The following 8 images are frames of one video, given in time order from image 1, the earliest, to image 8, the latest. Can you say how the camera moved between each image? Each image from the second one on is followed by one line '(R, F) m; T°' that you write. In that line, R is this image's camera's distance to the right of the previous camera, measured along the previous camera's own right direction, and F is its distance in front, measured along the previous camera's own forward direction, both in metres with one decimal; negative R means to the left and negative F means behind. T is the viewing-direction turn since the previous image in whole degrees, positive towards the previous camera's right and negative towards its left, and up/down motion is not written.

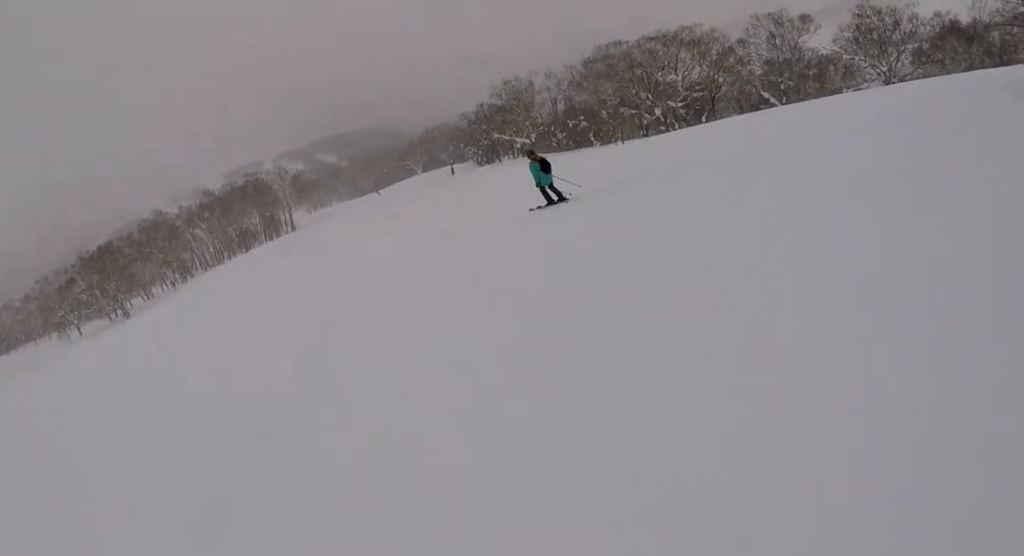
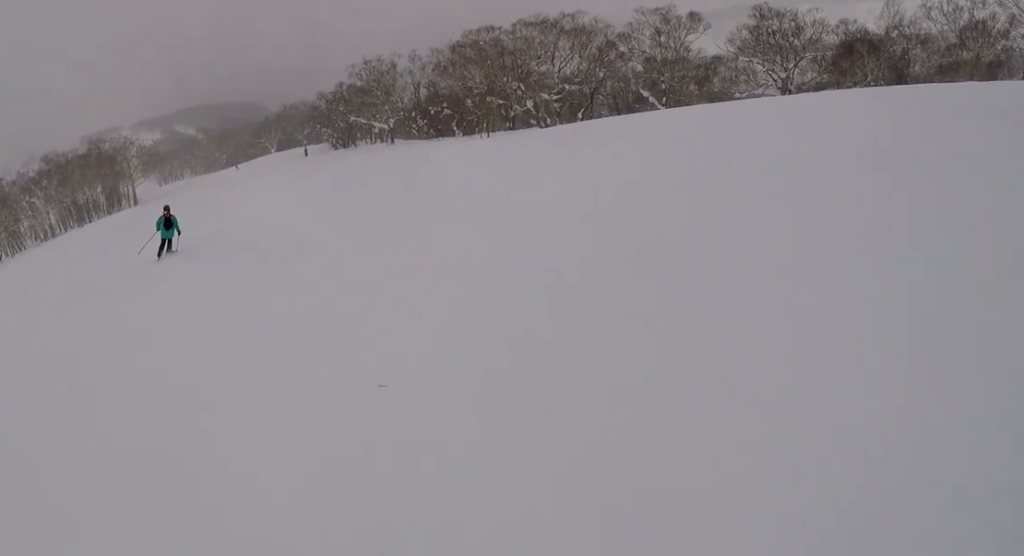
(+0.1, +7.4) m; +1°
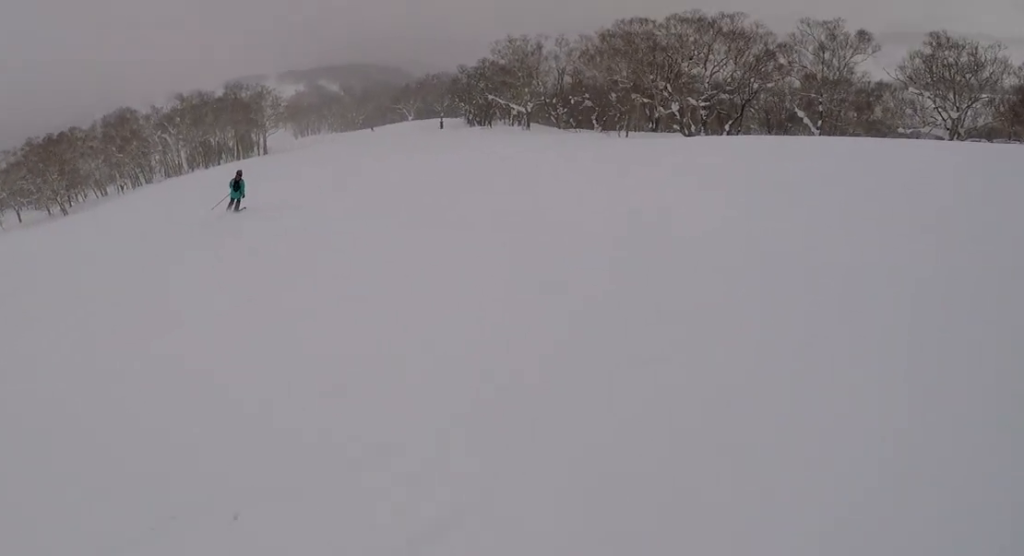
(0.0, +3.5) m; -6°
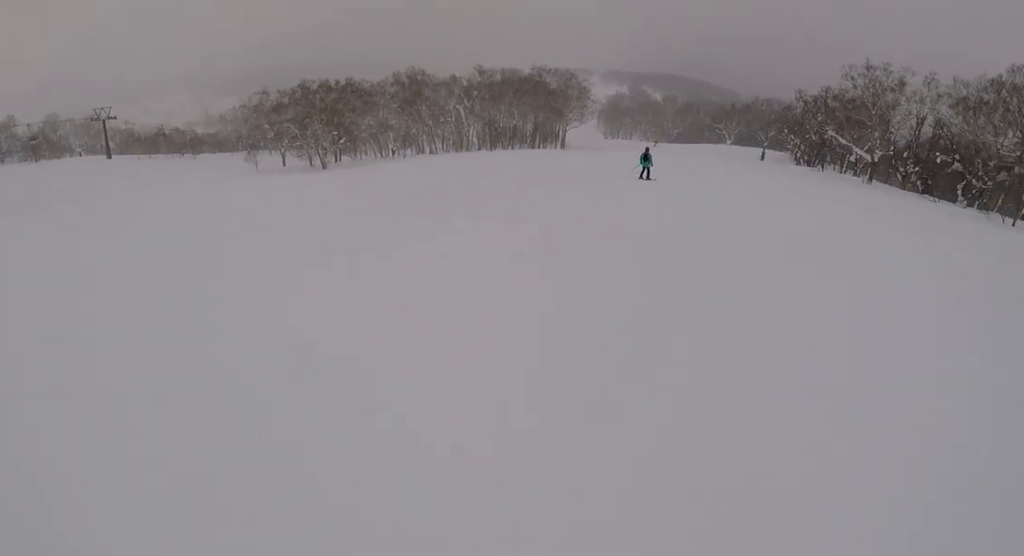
(-3.3, +15.8) m; -10°
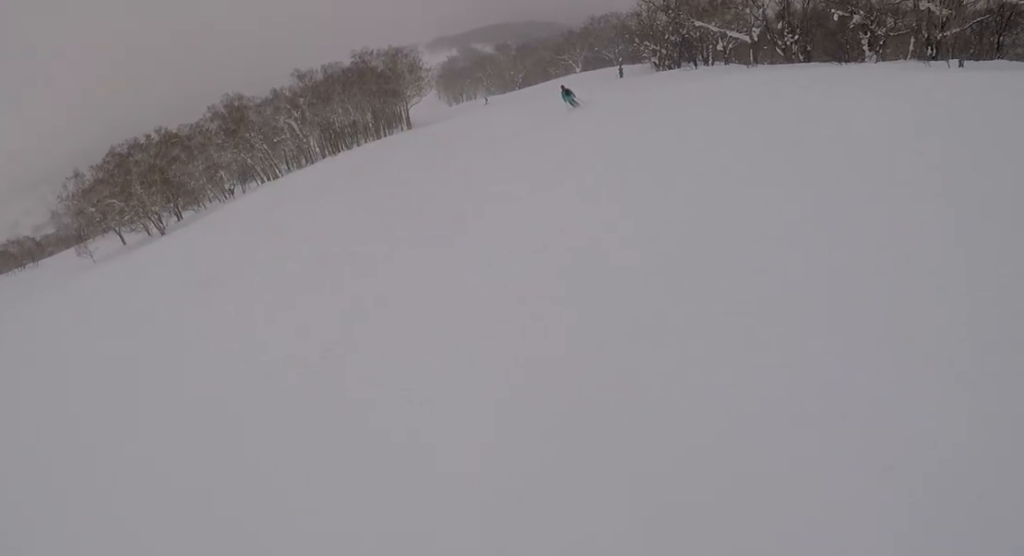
(+1.0, +8.8) m; +8°
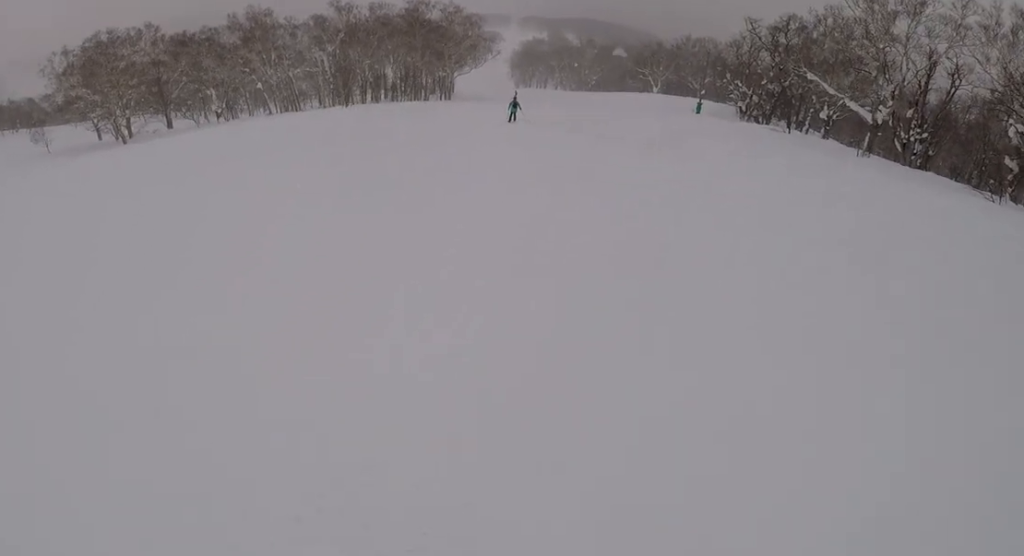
(-0.4, +15.4) m; -18°
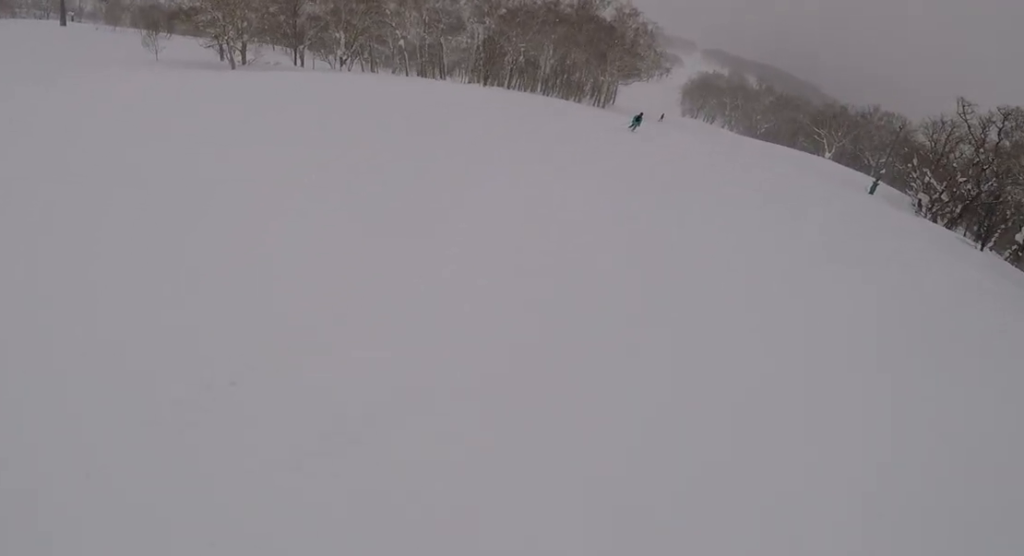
(-2.1, +9.0) m; -8°
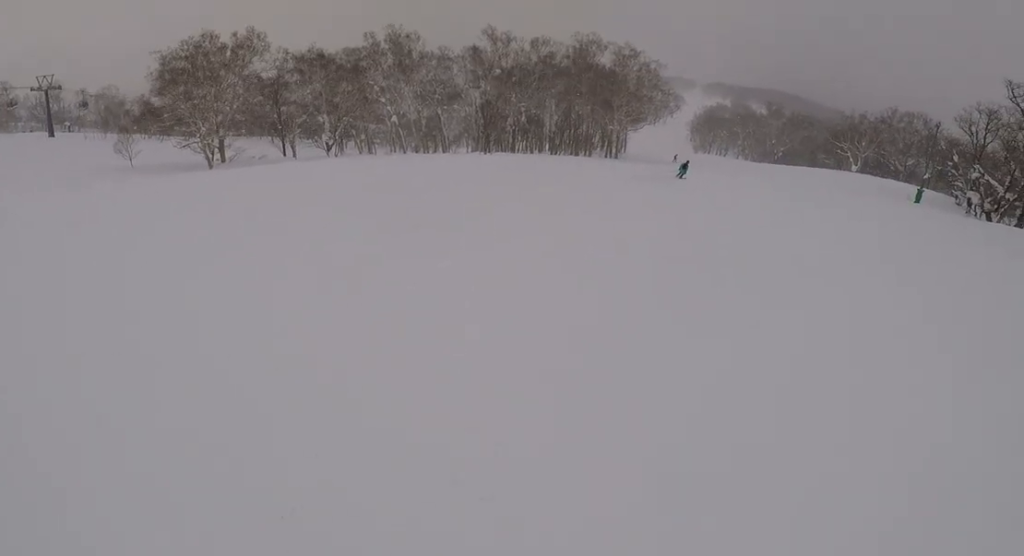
(+0.6, +7.9) m; +10°
